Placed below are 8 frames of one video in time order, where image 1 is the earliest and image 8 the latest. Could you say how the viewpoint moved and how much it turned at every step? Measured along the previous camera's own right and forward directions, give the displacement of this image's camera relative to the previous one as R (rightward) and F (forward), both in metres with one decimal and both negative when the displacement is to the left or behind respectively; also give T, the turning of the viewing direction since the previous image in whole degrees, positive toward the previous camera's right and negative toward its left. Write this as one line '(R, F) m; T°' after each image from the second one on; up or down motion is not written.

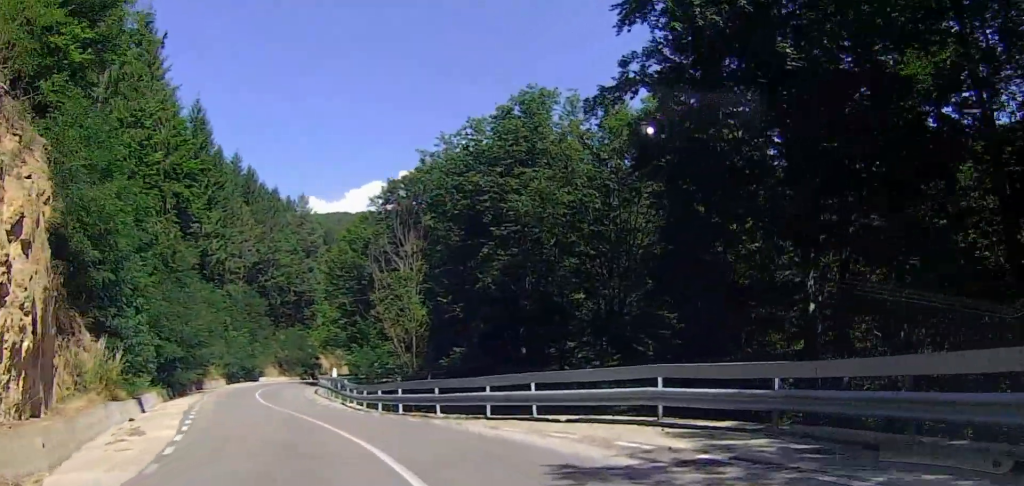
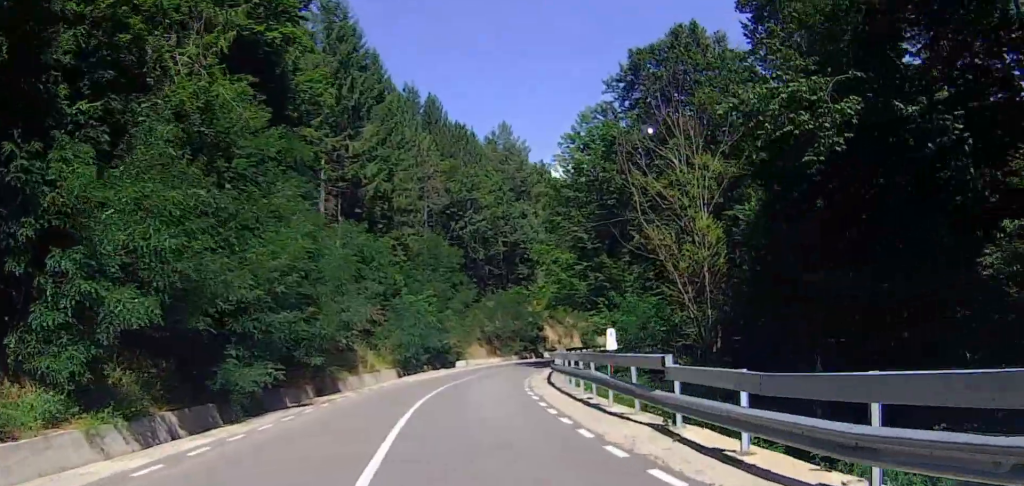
(-6.4, +22.7) m; -16°
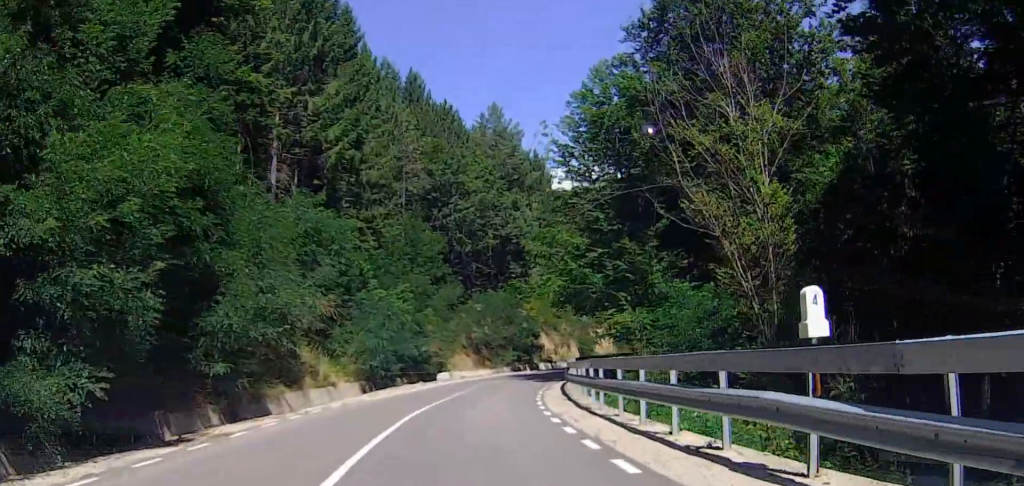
(+0.4, +9.6) m; +6°
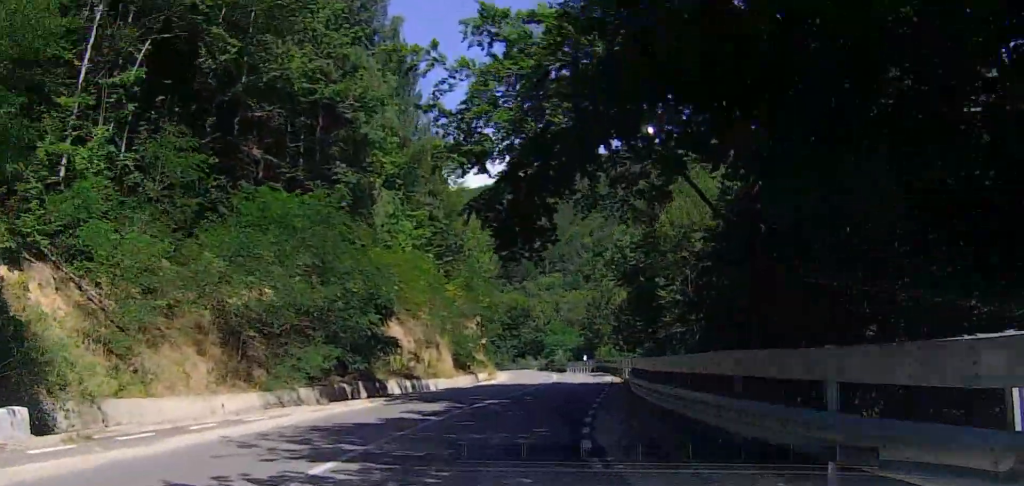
(+3.2, +33.6) m; +12°
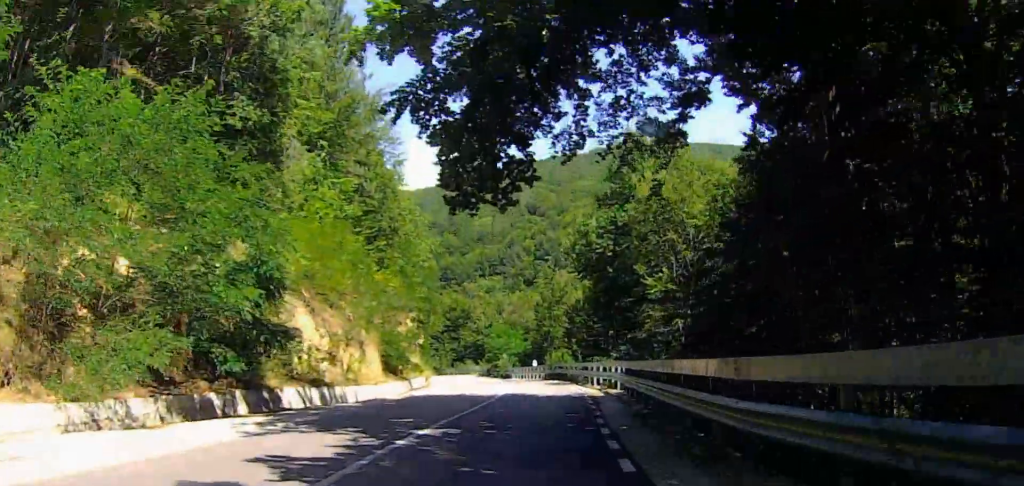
(+0.9, +7.8) m; +4°
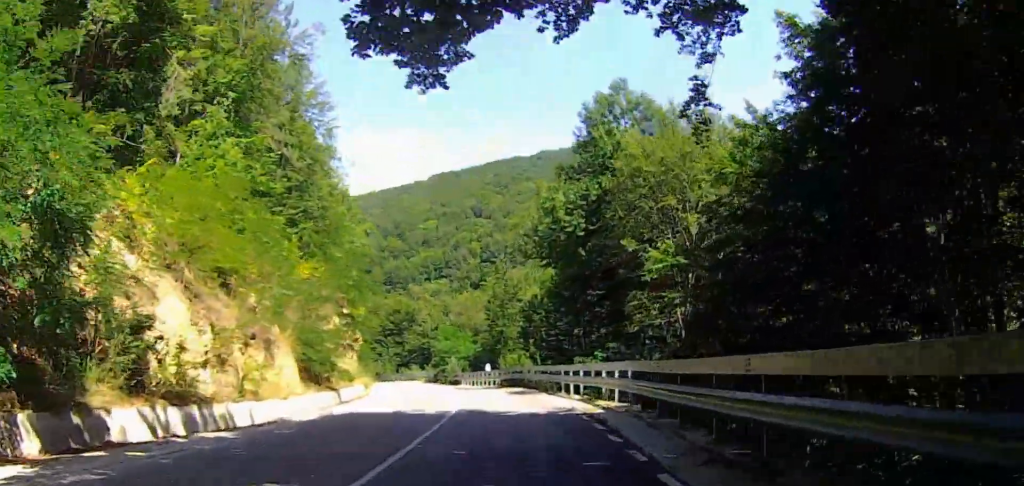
(+1.2, +7.2) m; +4°
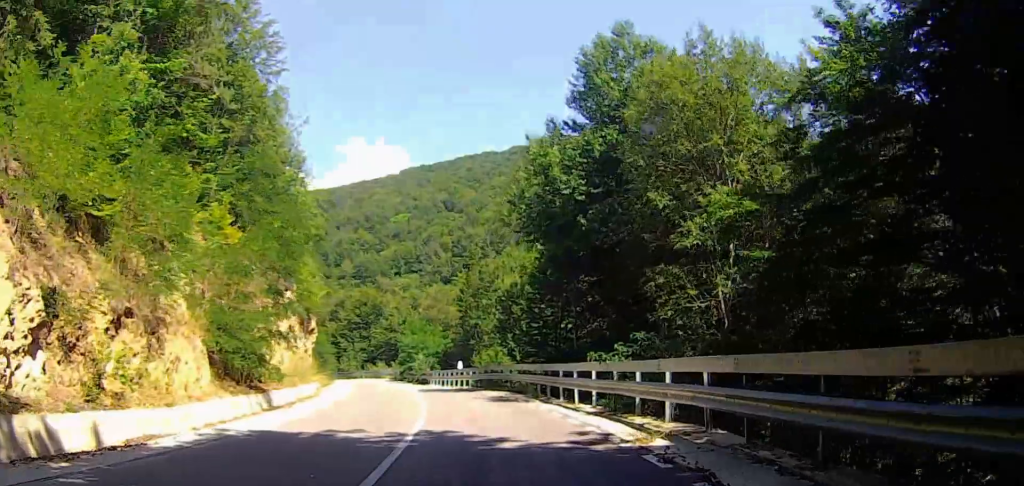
(-0.4, +7.1) m; +1°
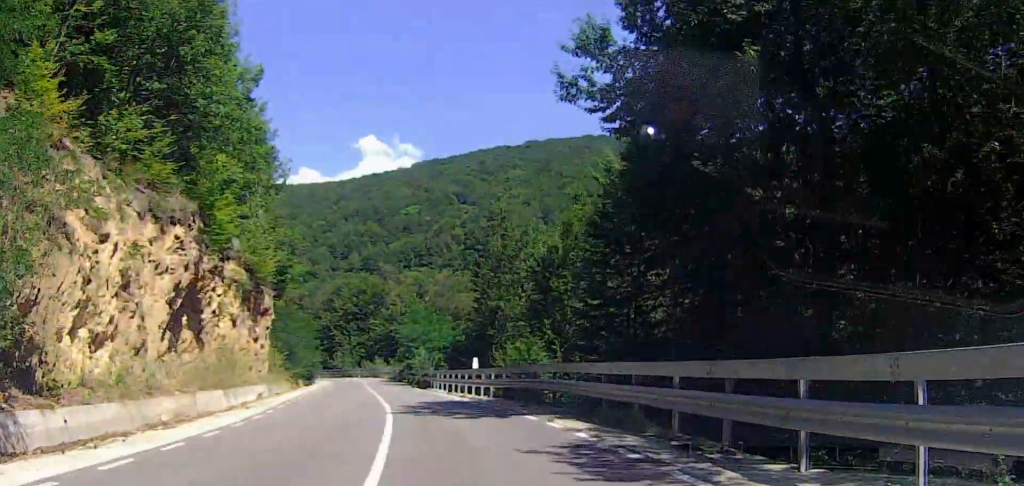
(0.0, +15.5) m; +3°
